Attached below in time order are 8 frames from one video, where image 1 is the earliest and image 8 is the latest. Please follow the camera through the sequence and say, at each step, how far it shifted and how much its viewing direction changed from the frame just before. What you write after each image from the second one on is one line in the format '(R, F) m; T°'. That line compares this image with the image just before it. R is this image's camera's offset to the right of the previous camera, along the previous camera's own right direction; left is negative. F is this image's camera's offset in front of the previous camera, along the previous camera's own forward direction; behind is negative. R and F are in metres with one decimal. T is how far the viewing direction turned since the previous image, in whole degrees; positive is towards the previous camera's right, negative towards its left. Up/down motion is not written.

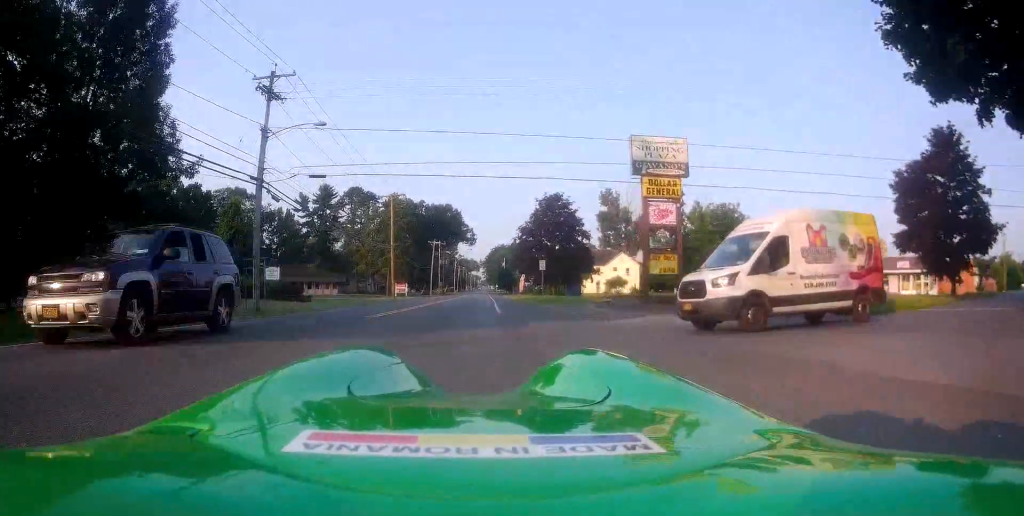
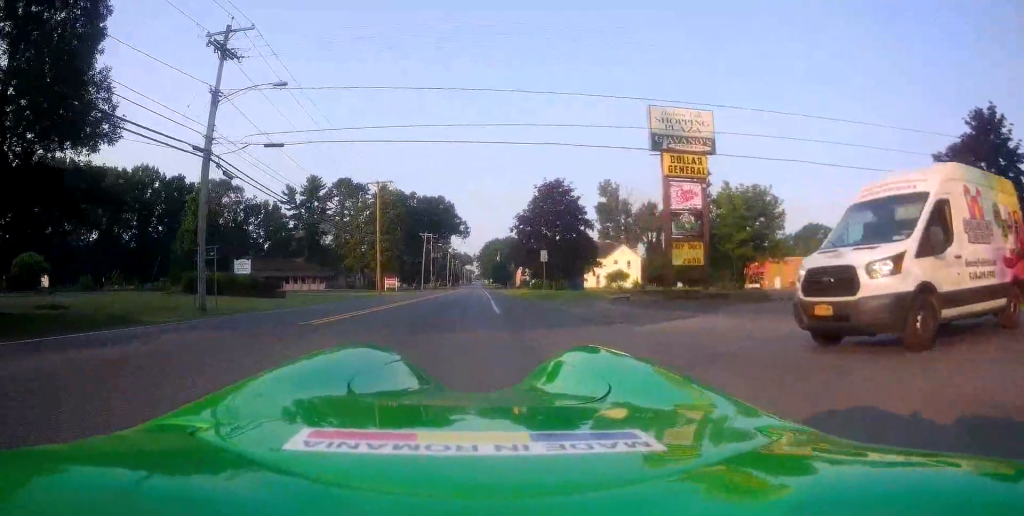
(0.0, +5.4) m; 0°
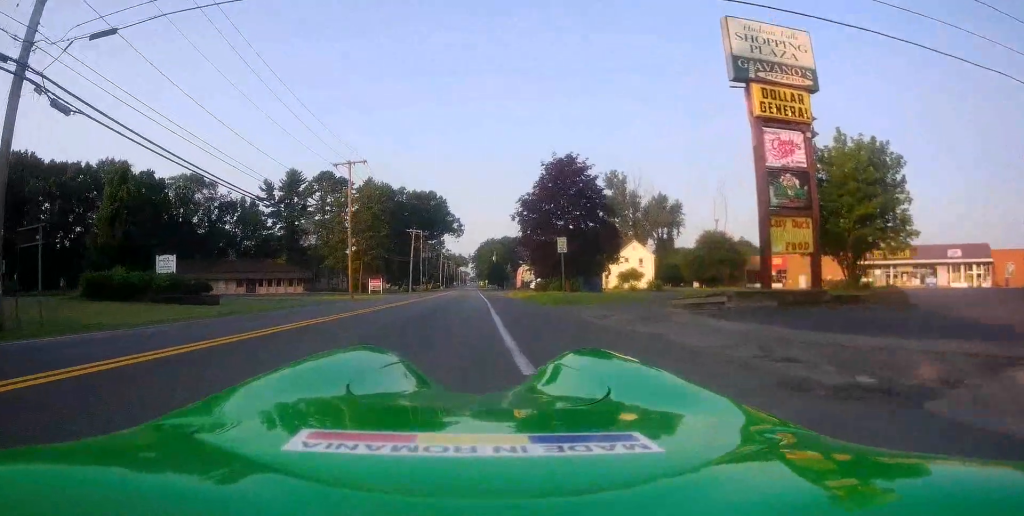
(0.0, +11.2) m; -4°
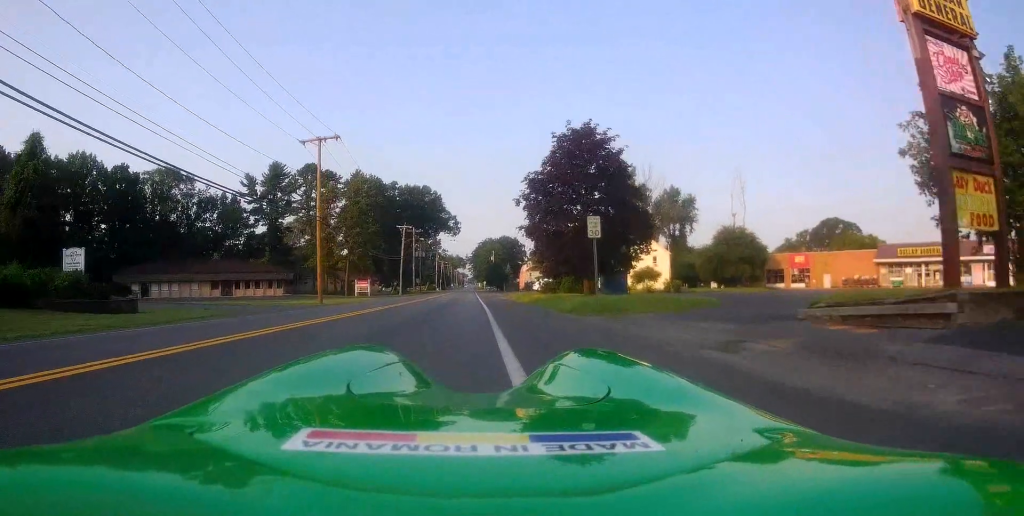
(-0.5, +9.2) m; 0°
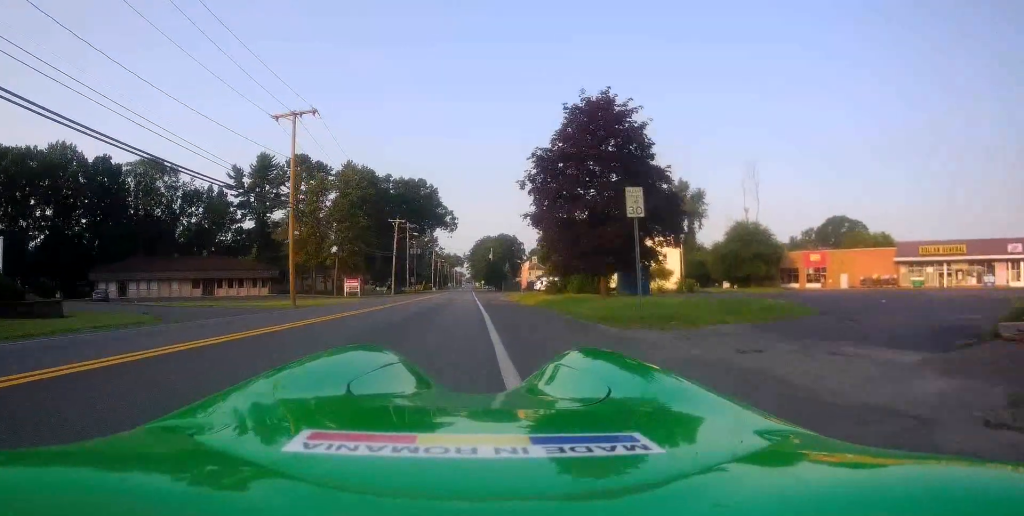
(+0.4, +5.8) m; +2°
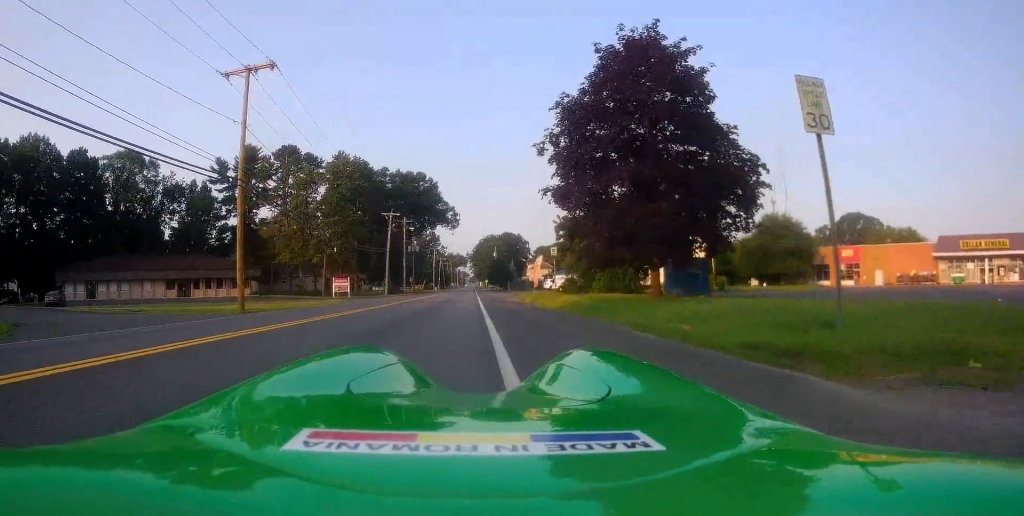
(+0.2, +9.0) m; 0°
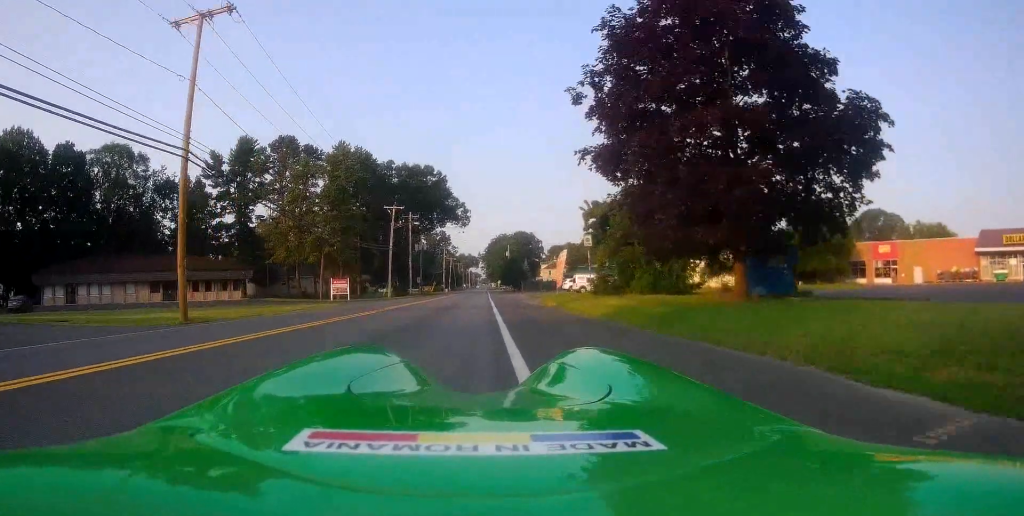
(-0.1, +6.6) m; -2°
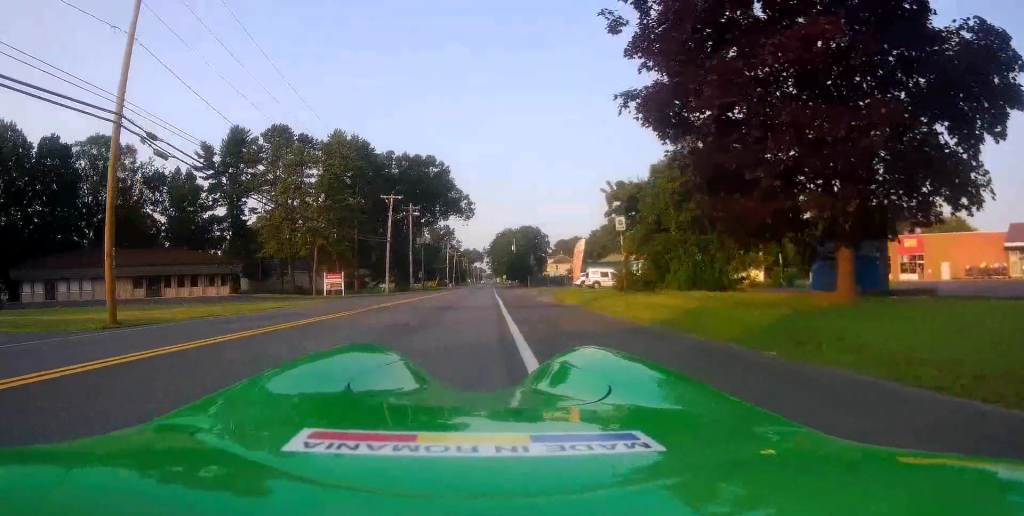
(0.0, +5.0) m; -2°
